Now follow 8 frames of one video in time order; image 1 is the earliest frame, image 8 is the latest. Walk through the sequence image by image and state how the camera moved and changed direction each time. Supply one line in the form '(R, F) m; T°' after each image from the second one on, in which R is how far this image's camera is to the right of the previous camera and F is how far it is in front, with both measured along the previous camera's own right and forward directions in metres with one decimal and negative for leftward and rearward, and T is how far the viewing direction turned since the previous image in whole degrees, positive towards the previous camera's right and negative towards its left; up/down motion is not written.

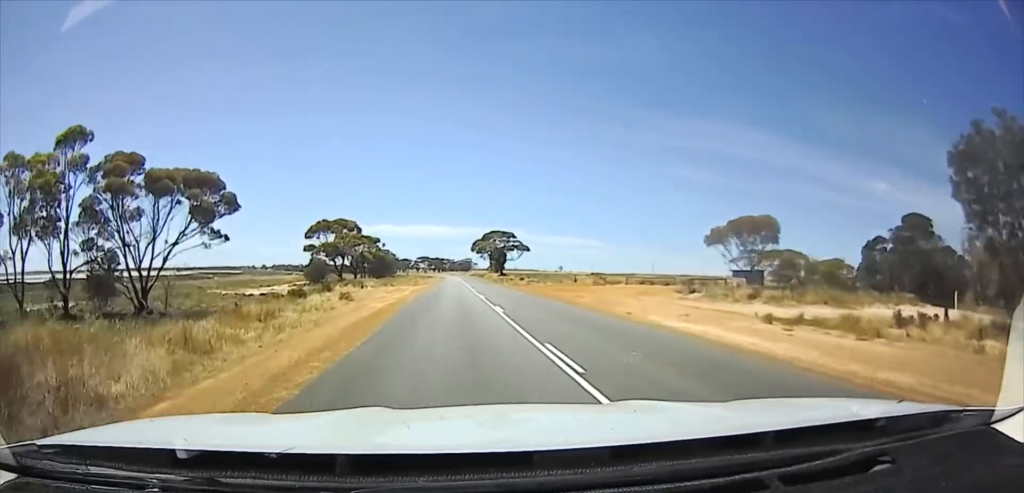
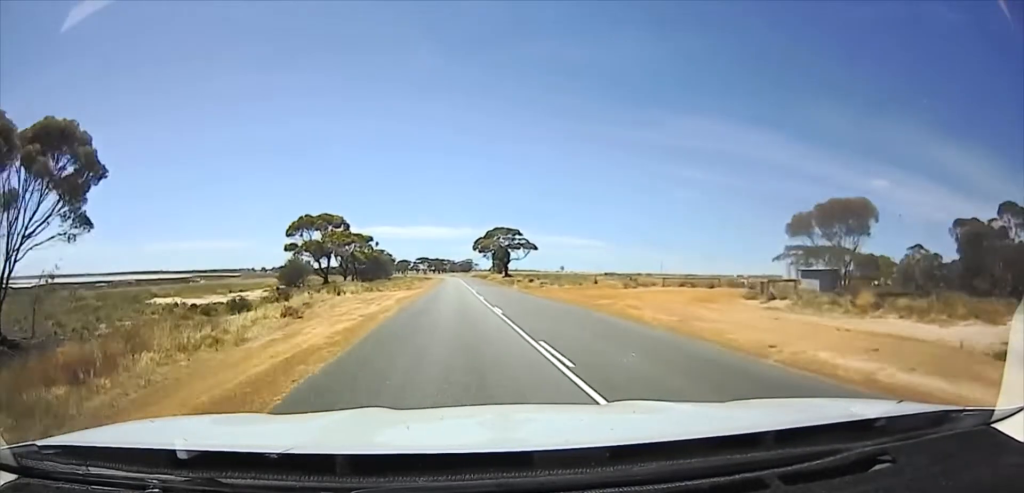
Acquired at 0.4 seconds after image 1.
(0.0, +11.7) m; 0°
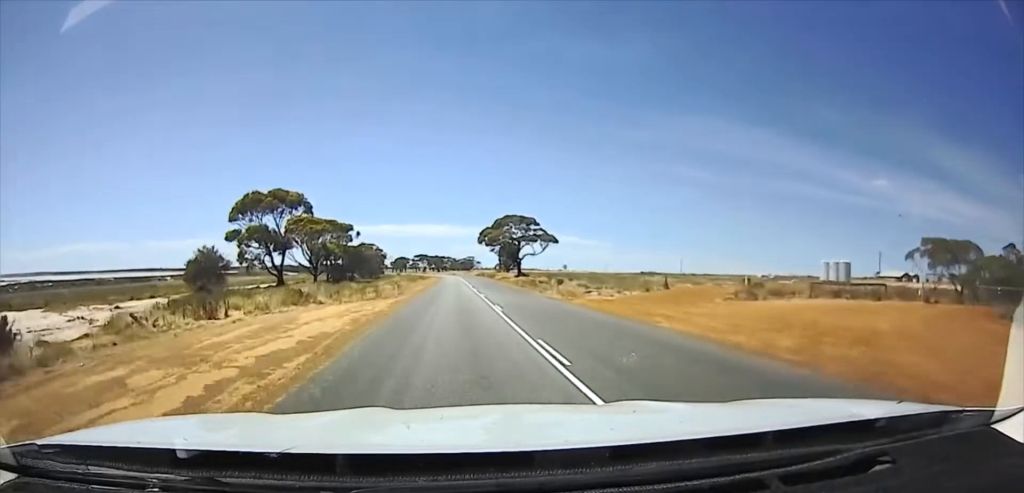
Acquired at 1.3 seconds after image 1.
(0.0, +24.3) m; 0°
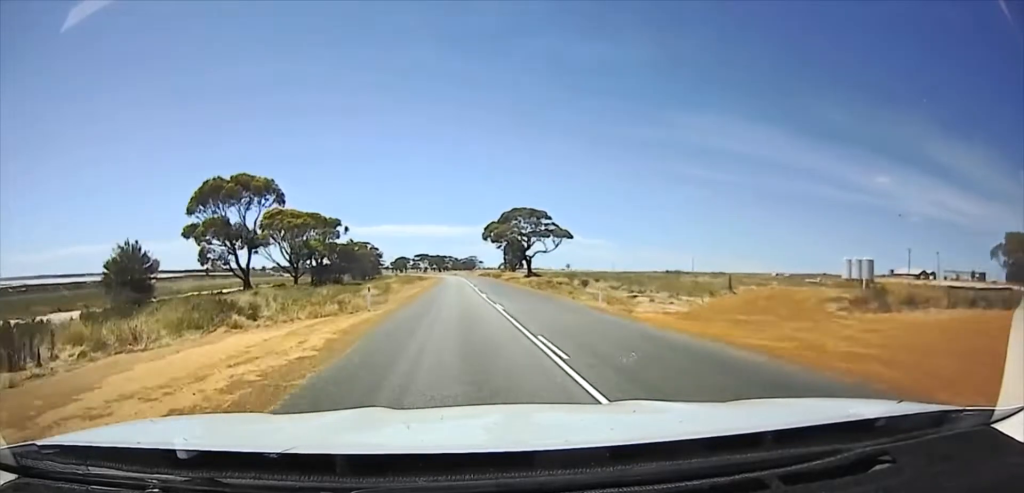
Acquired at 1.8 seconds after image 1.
(0.0, +11.7) m; 0°
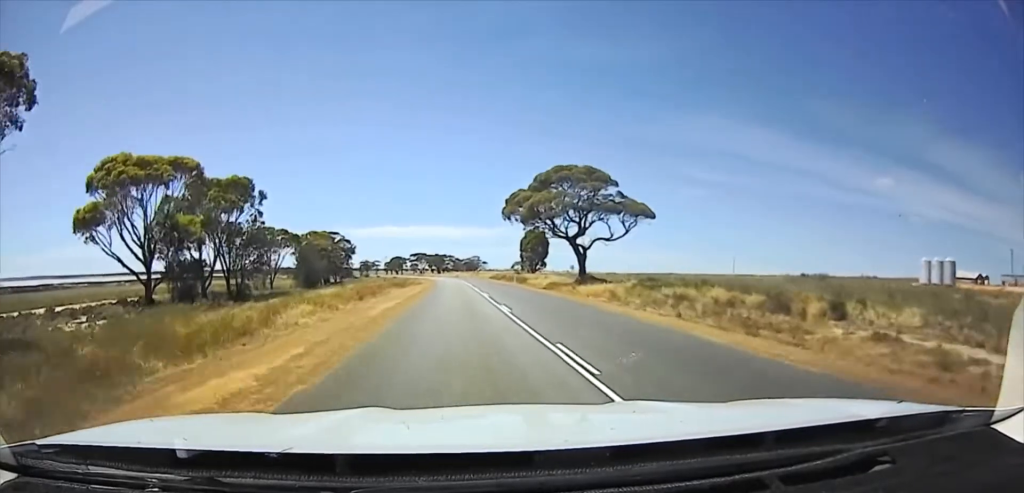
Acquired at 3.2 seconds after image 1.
(0.0, +38.8) m; 0°
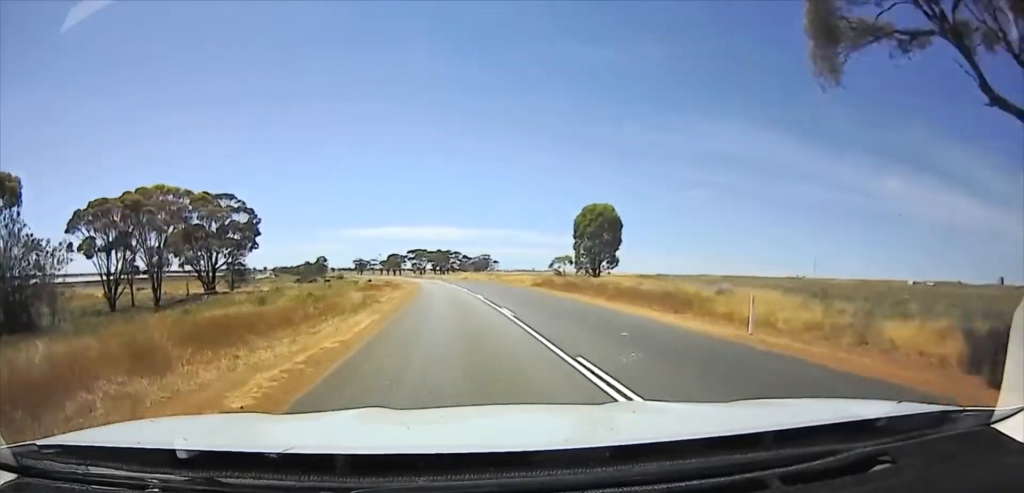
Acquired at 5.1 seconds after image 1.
(0.0, +54.5) m; 0°
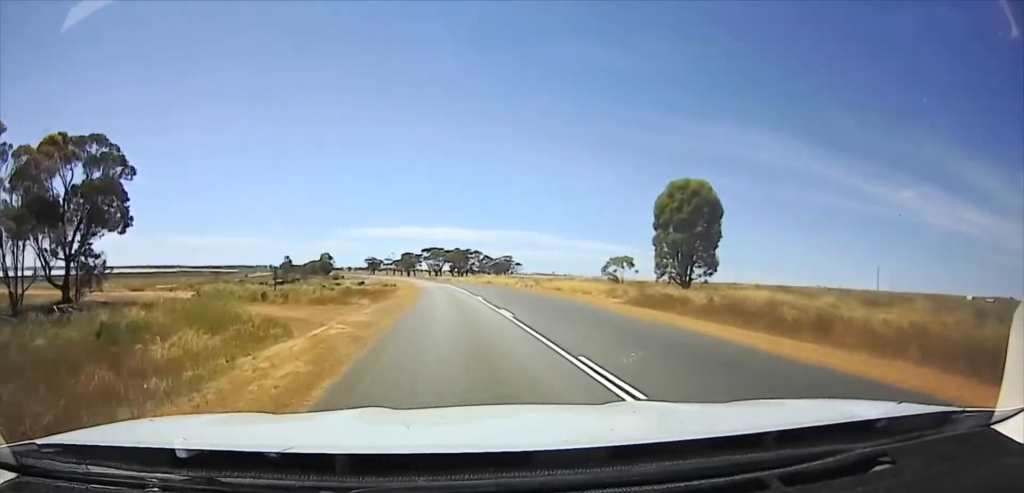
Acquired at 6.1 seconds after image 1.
(+0.1, +29.6) m; +1°
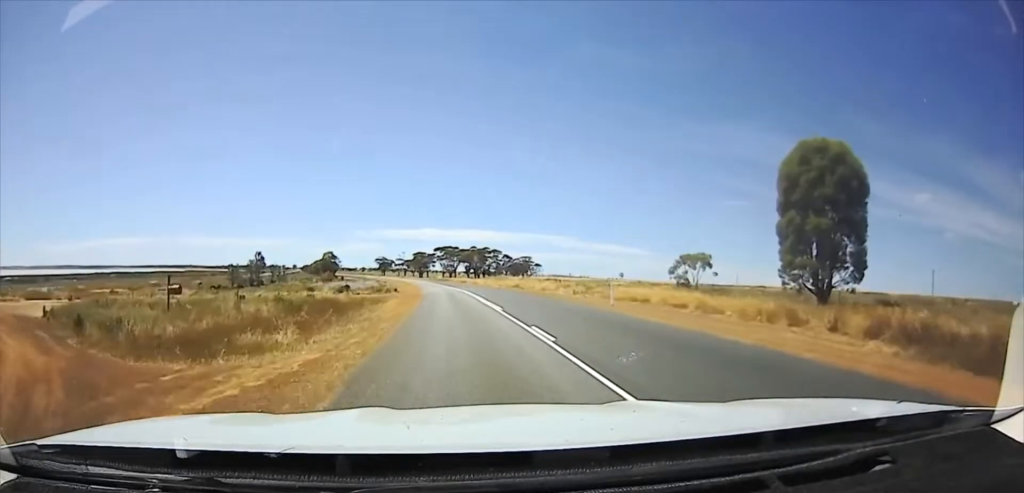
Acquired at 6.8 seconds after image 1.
(+0.1, +22.8) m; +1°
